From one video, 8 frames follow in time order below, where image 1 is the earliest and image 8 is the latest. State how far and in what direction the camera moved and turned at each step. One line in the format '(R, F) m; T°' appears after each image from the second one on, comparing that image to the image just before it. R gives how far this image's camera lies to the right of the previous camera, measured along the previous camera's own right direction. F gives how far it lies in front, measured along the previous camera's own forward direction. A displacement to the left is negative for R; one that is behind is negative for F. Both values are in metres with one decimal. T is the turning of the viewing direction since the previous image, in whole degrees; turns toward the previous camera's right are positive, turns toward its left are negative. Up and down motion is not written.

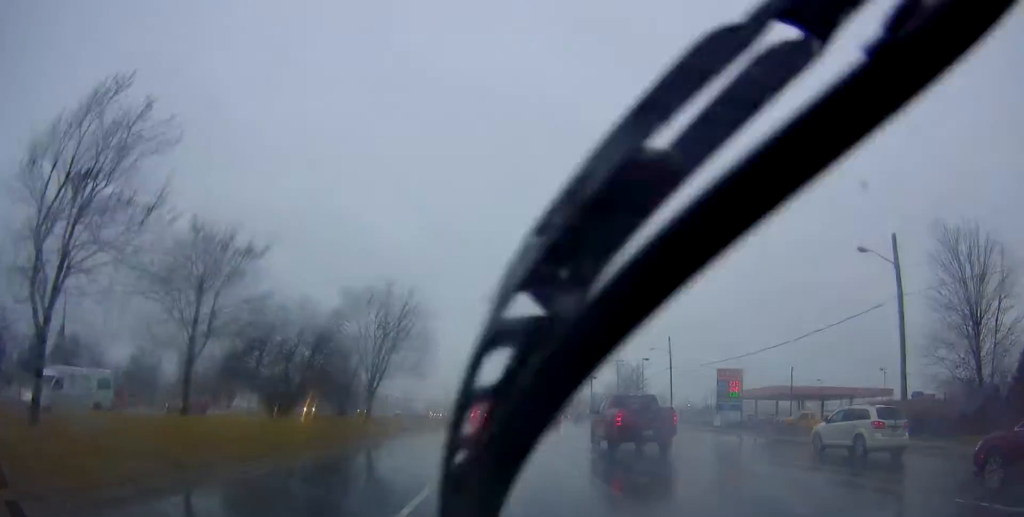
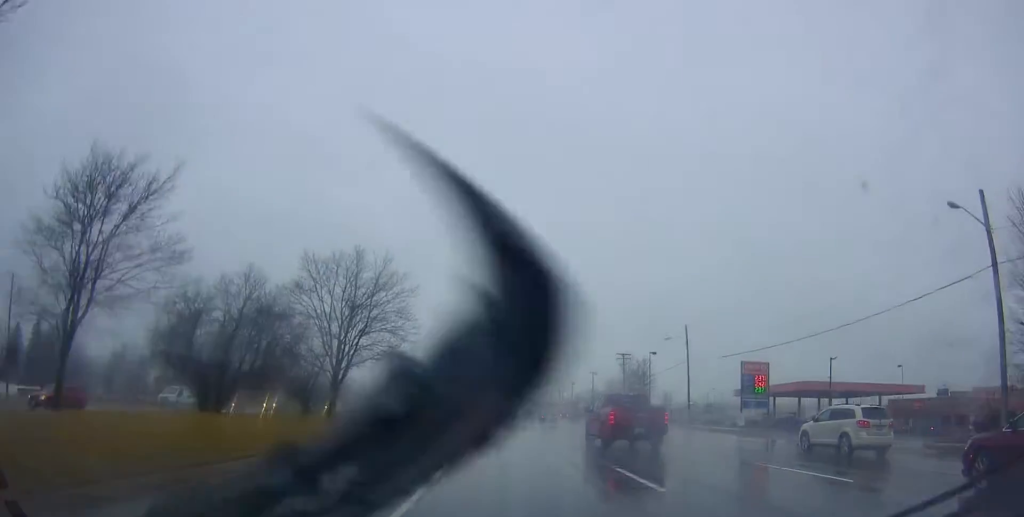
(0.0, +7.9) m; 0°
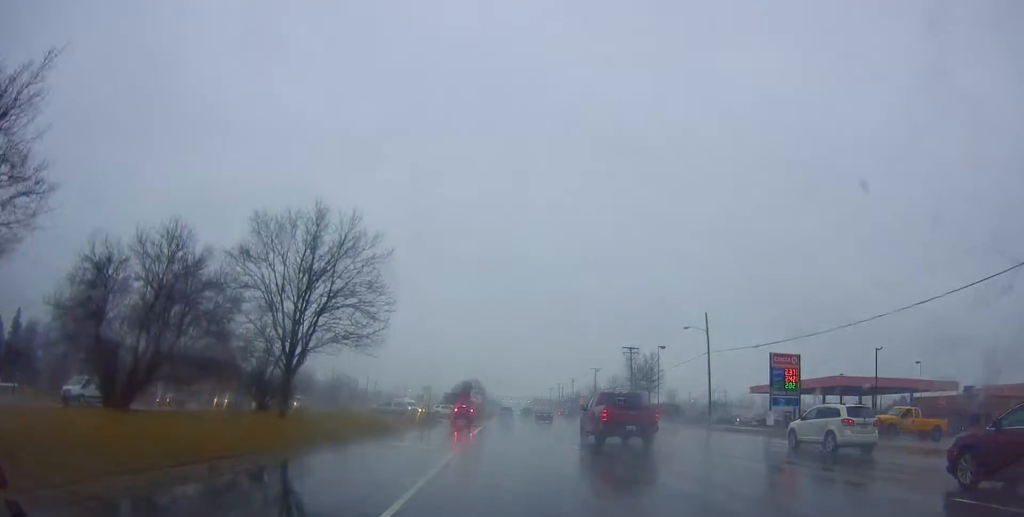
(-0.1, +7.2) m; 0°
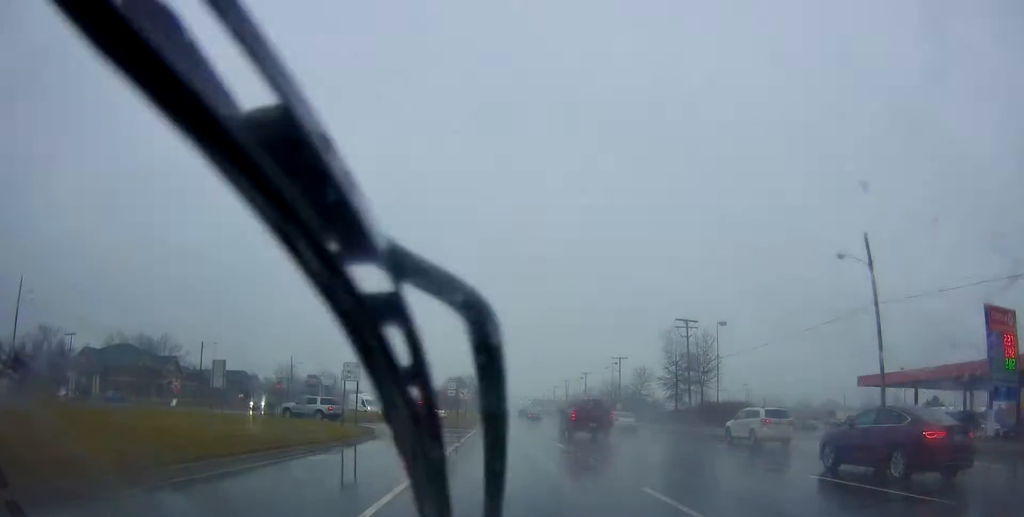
(+0.5, +28.0) m; 0°
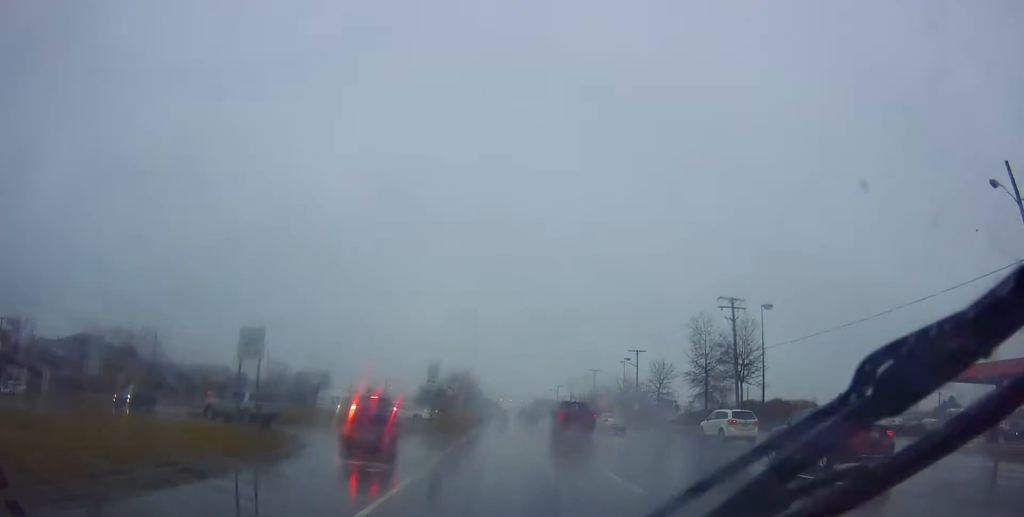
(-0.2, +12.2) m; 0°
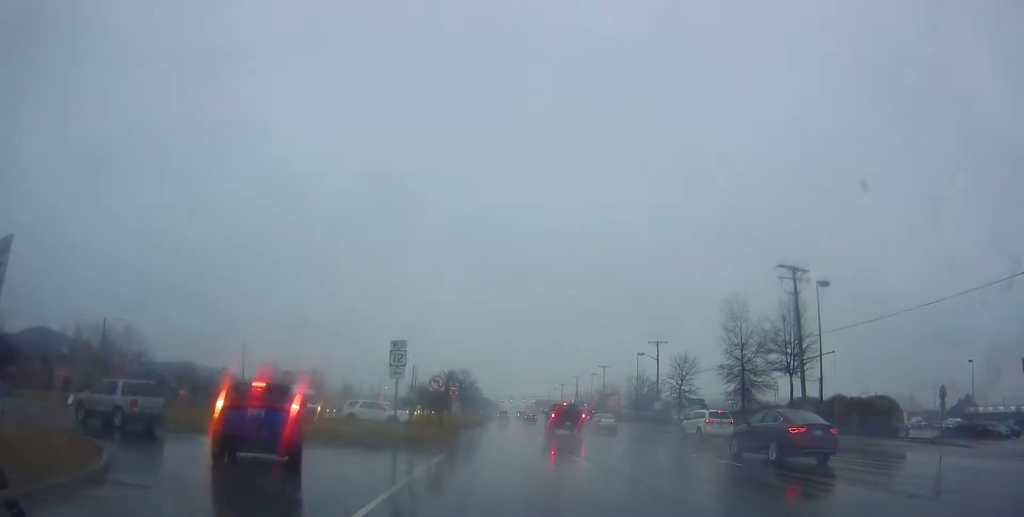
(-0.1, +10.8) m; +1°
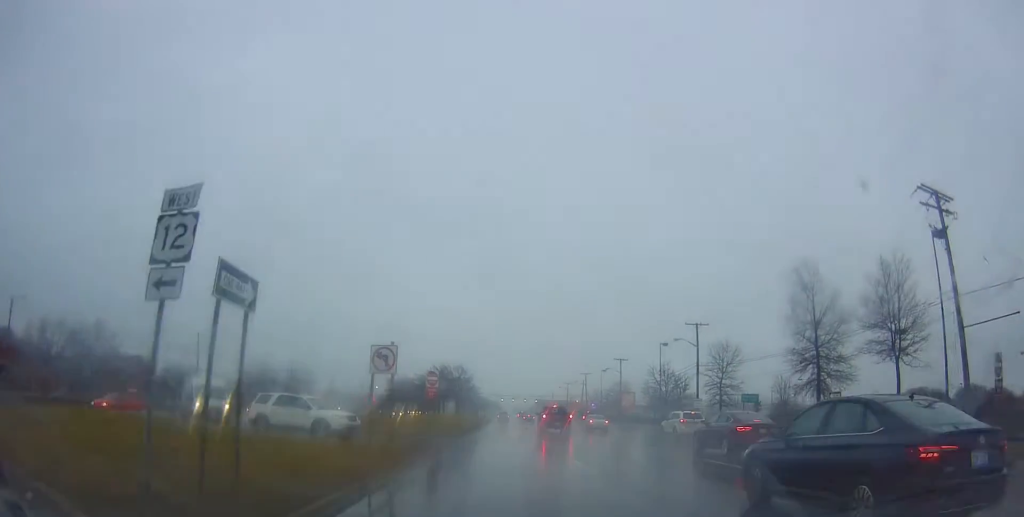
(+0.5, +15.1) m; 0°
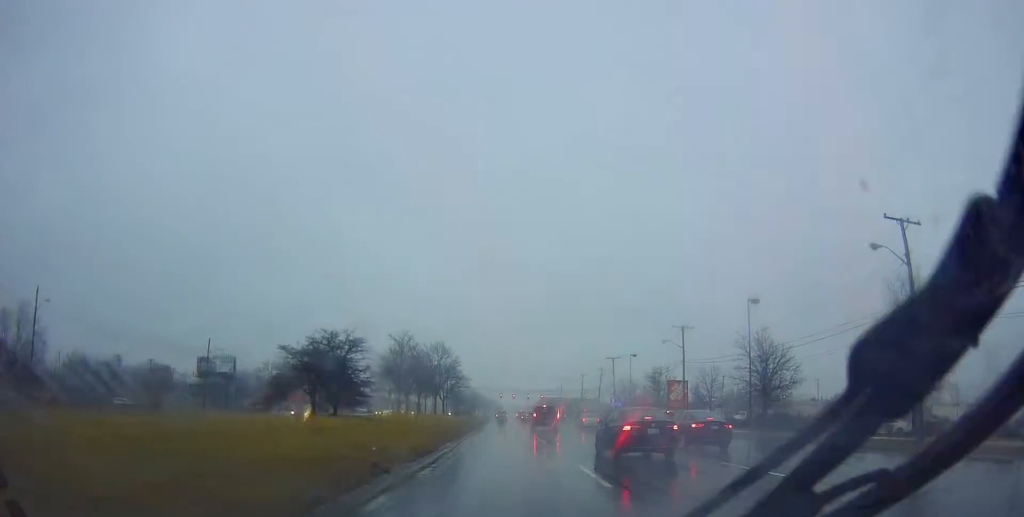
(-0.8, +33.2) m; 0°
